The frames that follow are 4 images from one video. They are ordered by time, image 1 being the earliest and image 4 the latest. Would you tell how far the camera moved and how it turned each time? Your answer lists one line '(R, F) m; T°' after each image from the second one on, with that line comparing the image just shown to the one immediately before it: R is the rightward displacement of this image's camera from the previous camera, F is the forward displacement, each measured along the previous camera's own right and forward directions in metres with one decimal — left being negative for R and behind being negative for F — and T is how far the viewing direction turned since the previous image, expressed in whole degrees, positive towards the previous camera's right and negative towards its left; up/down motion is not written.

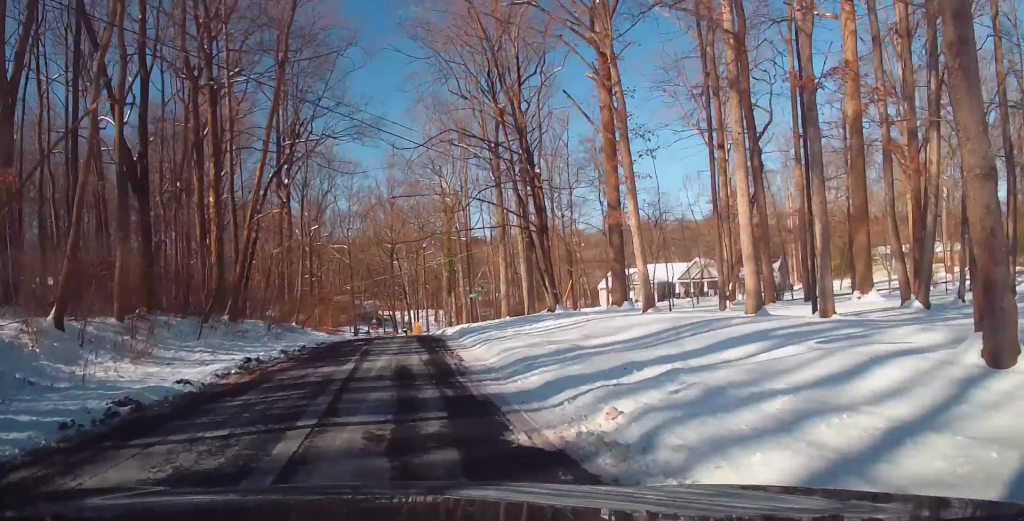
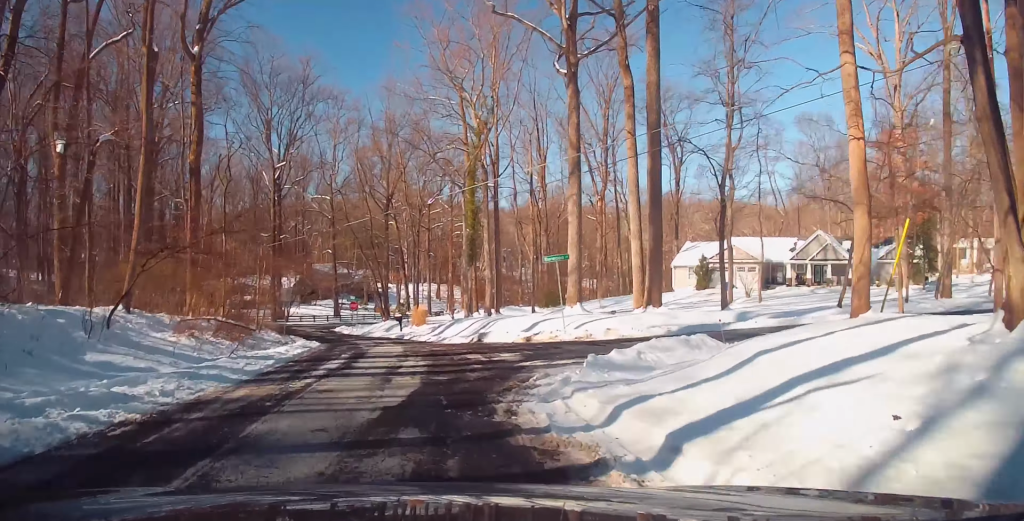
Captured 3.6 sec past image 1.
(+0.3, +30.3) m; +8°
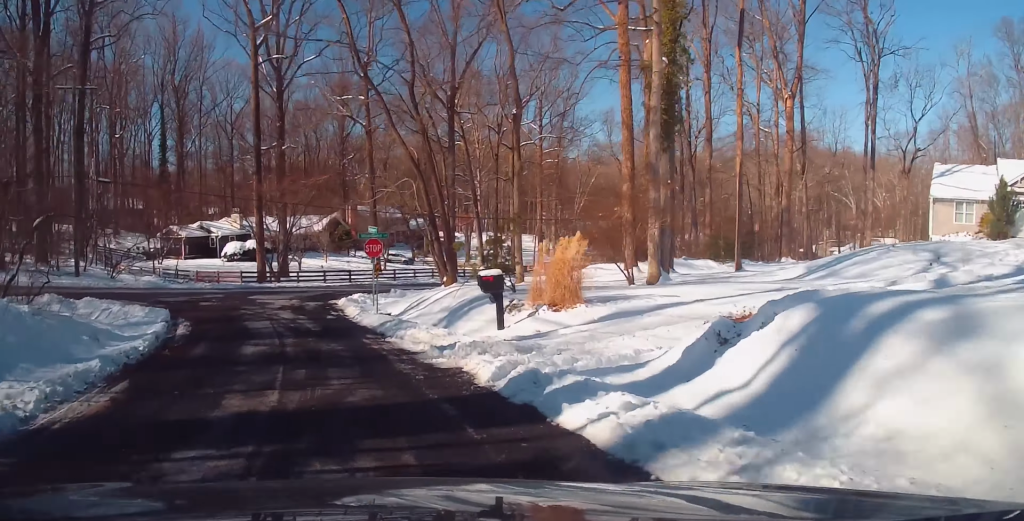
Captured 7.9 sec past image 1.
(-1.6, +31.9) m; -11°
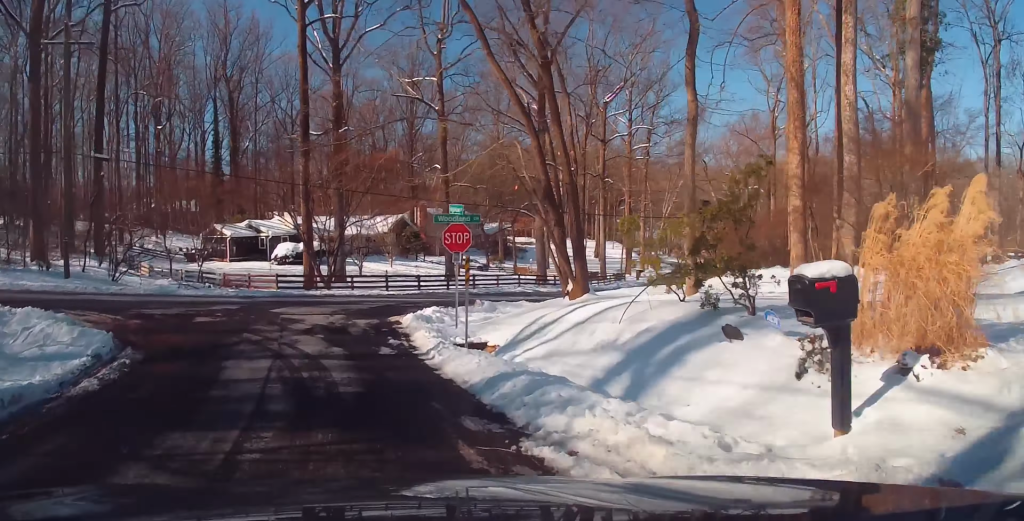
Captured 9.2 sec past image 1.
(0.0, +8.0) m; -2°
